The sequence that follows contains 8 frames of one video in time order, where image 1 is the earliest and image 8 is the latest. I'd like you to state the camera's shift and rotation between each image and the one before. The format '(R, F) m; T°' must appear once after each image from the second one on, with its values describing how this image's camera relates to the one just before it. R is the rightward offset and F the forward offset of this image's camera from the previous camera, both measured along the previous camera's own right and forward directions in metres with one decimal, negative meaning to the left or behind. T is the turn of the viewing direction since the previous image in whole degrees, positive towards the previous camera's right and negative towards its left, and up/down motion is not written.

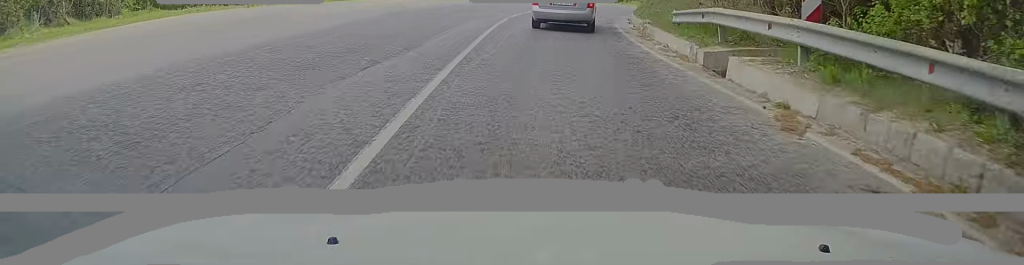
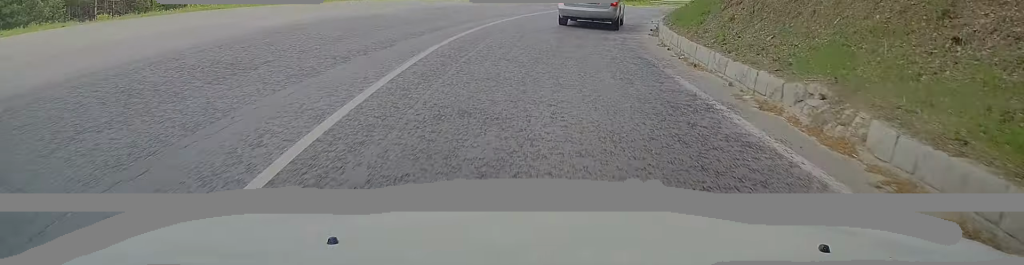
(+0.2, +13.1) m; +5°
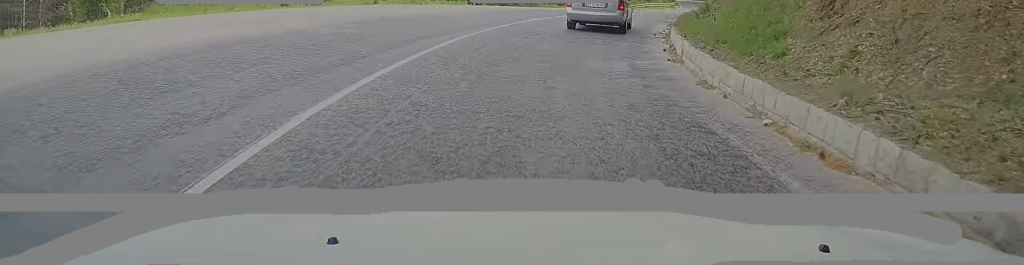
(0.0, +5.3) m; +3°
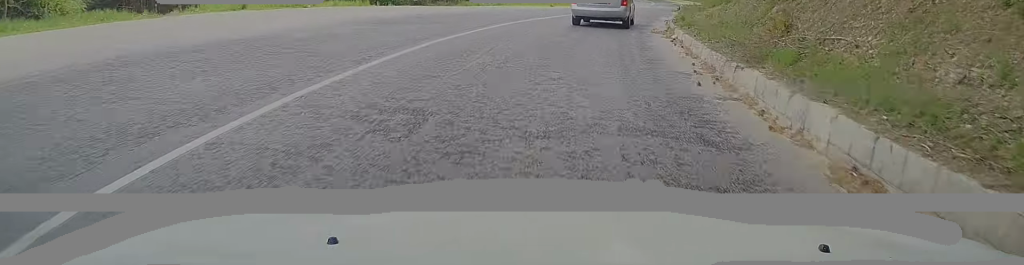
(+0.7, +10.7) m; +8°
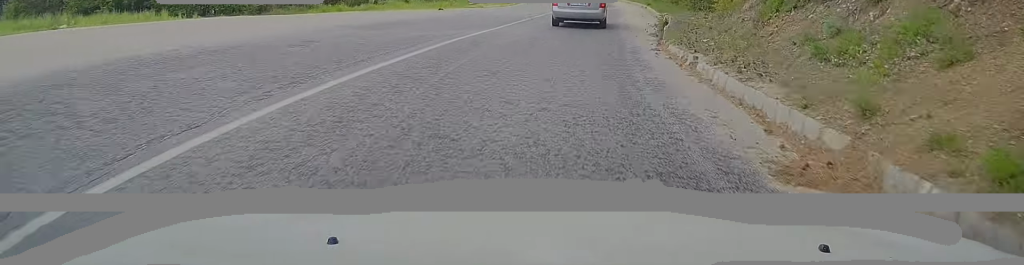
(+1.2, +13.9) m; +7°
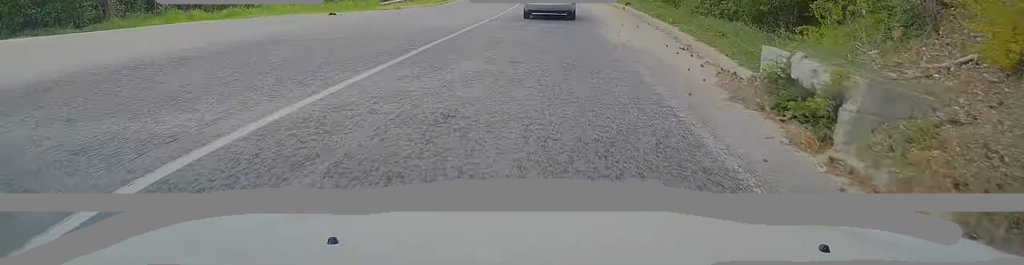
(+0.4, +11.3) m; +3°
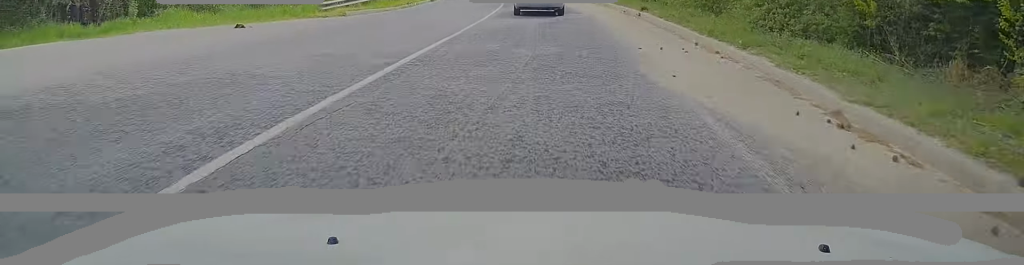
(+0.1, +7.3) m; +1°
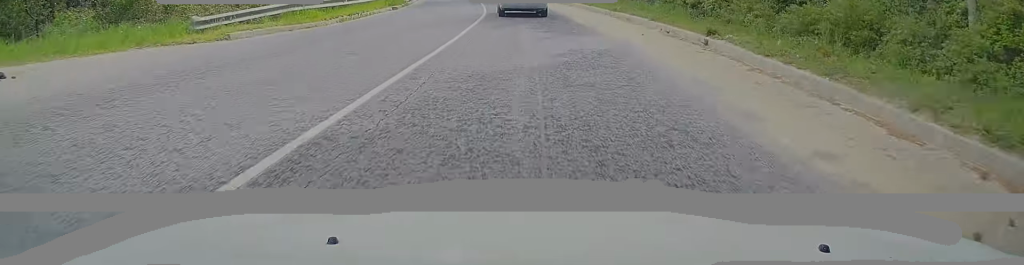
(+0.1, +9.1) m; +2°
